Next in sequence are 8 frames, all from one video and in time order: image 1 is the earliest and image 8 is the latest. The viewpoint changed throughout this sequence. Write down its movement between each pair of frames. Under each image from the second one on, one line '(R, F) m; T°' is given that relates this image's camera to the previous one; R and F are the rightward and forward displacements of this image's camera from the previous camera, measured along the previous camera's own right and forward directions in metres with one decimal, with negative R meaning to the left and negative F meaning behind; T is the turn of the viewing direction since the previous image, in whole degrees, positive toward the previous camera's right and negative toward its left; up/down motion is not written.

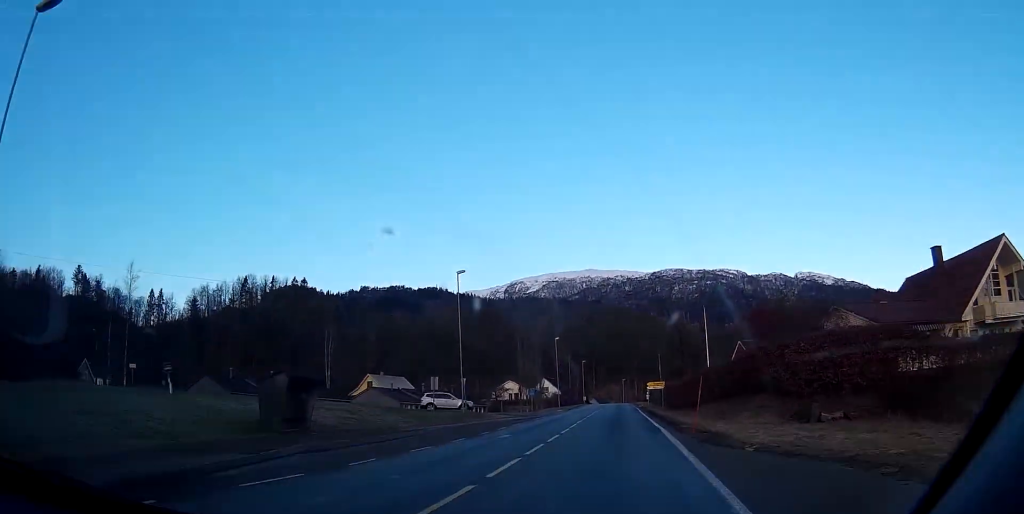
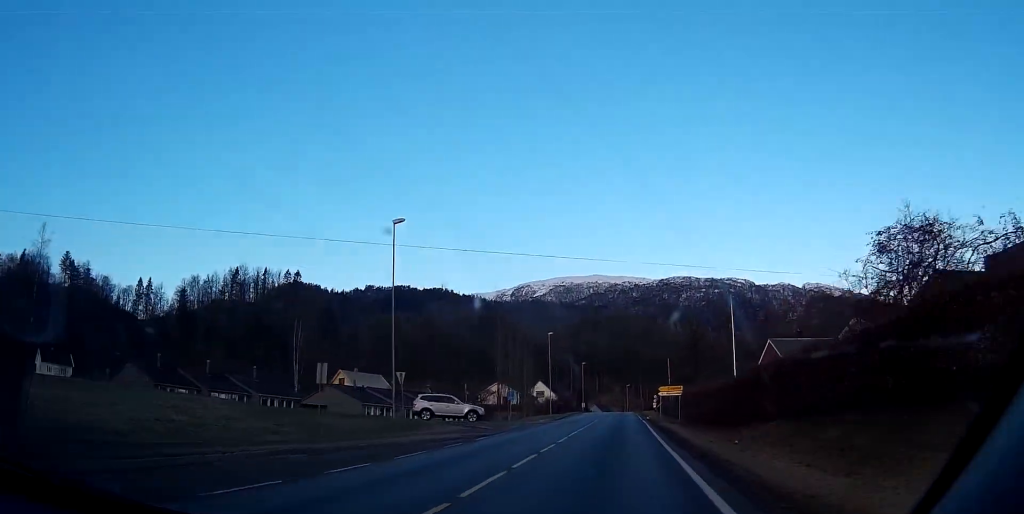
(0.0, +18.5) m; 0°
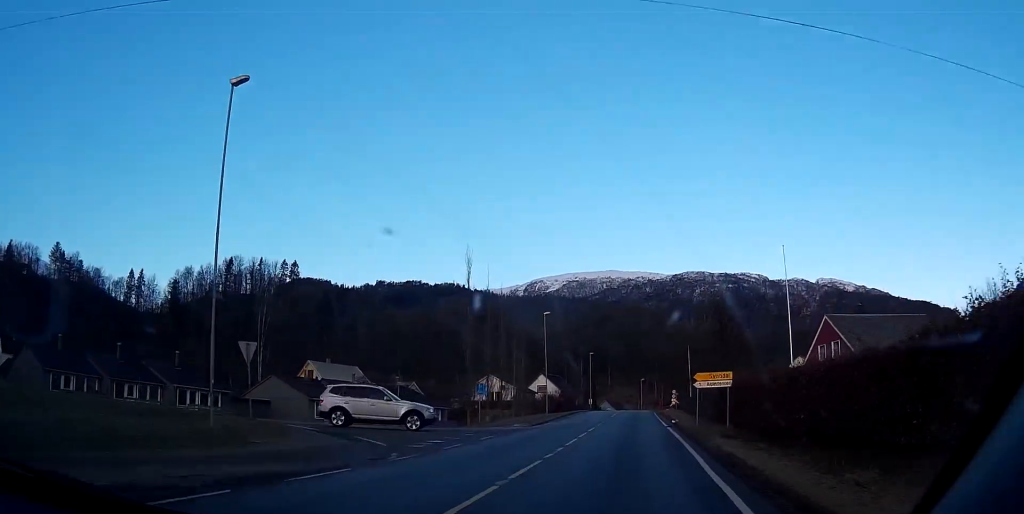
(+0.1, +20.4) m; 0°
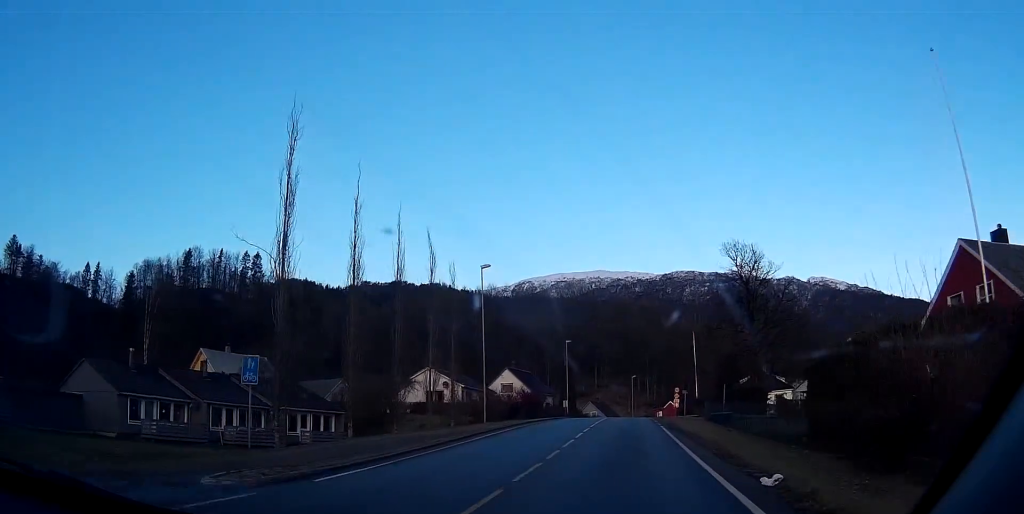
(0.0, +30.8) m; -1°
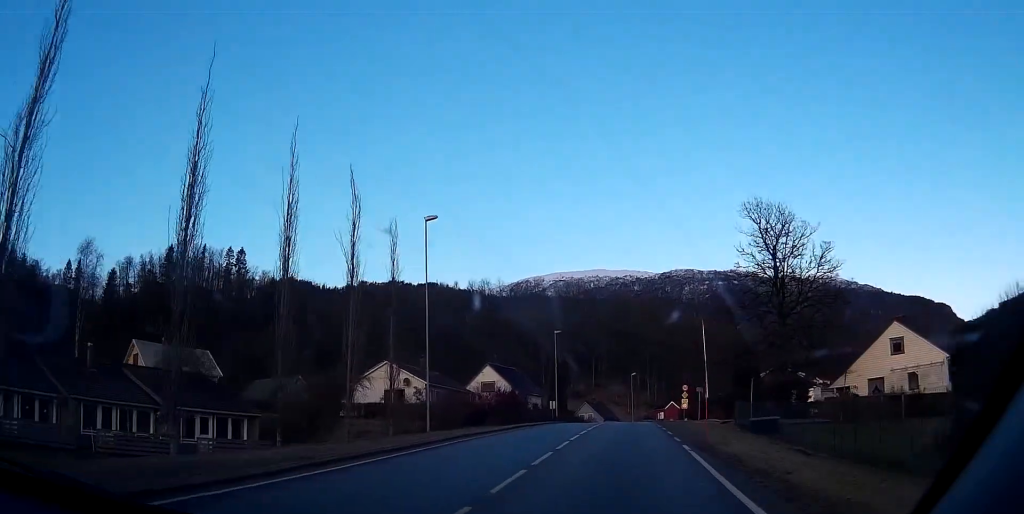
(-0.1, +14.0) m; -1°
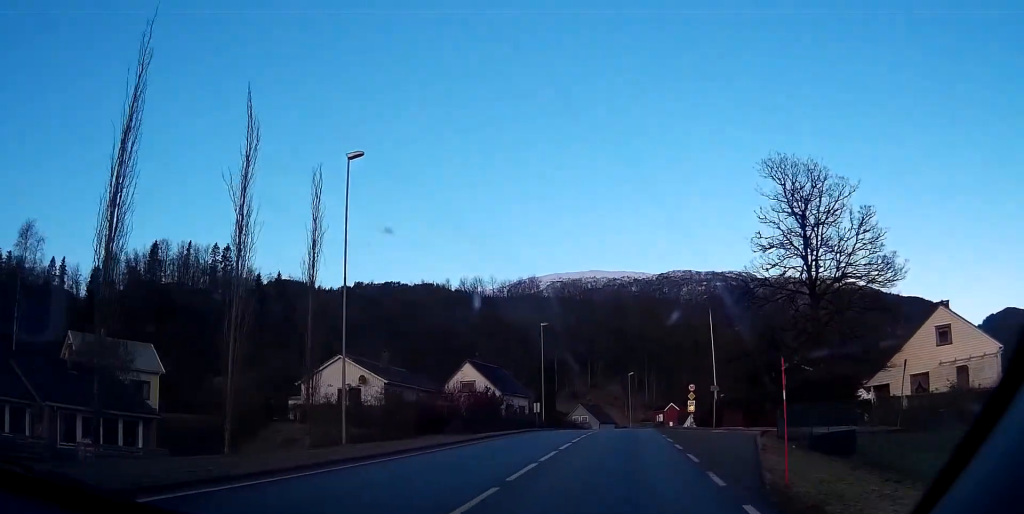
(-0.1, +10.8) m; 0°
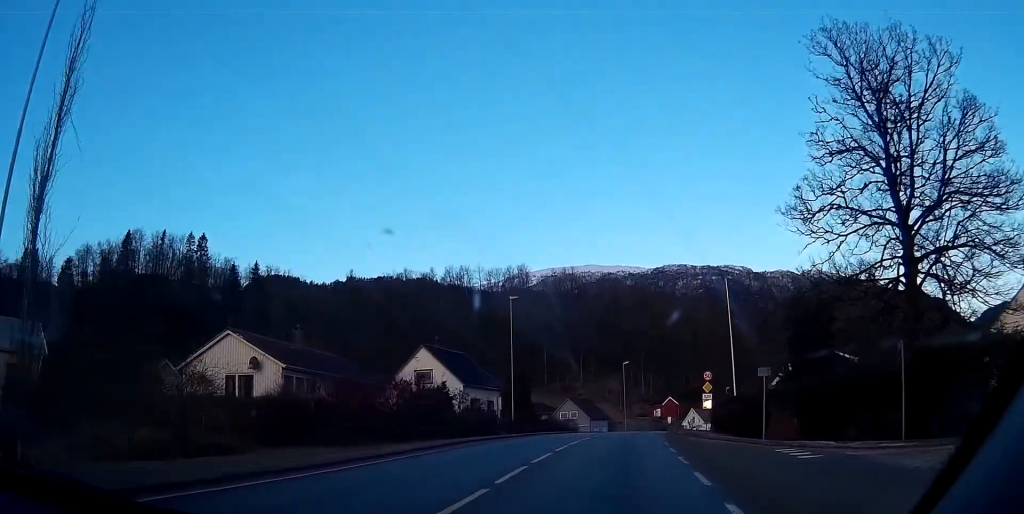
(-0.1, +16.5) m; 0°
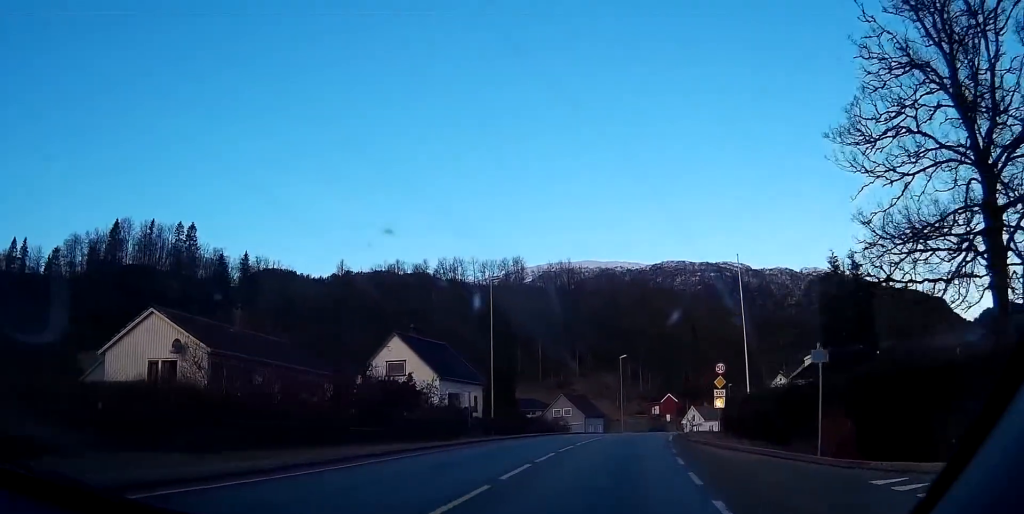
(0.0, +7.4) m; +1°
